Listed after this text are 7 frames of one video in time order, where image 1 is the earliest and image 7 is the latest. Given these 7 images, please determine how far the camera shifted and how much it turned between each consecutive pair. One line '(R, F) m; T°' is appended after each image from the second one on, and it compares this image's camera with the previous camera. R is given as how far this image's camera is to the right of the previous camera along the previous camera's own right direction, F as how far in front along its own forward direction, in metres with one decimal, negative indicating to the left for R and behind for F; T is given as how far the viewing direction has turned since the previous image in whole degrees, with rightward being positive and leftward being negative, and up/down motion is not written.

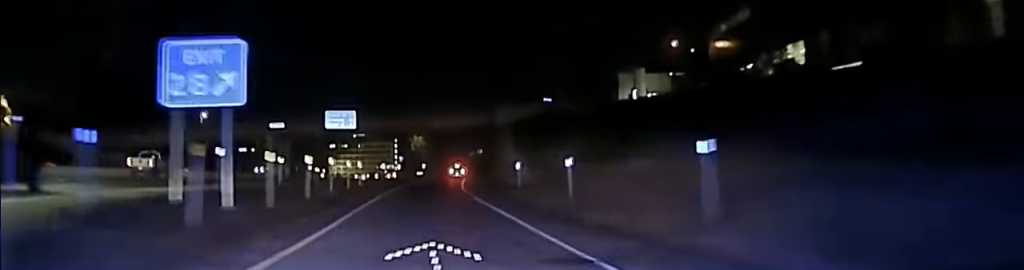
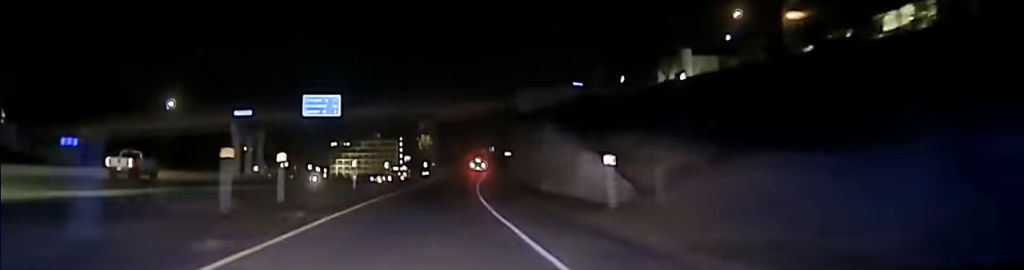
(-0.3, +28.1) m; 0°
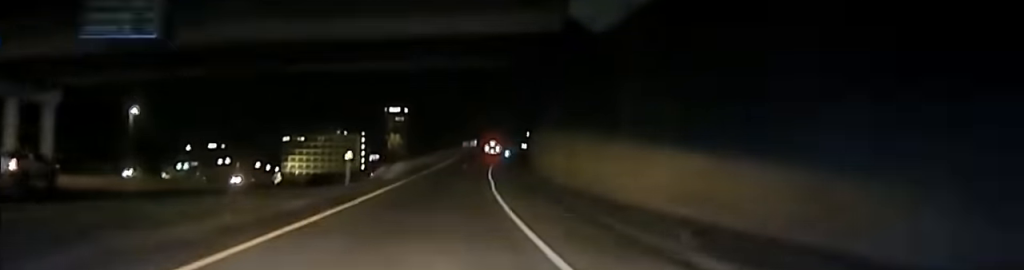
(+1.0, +61.1) m; +3°
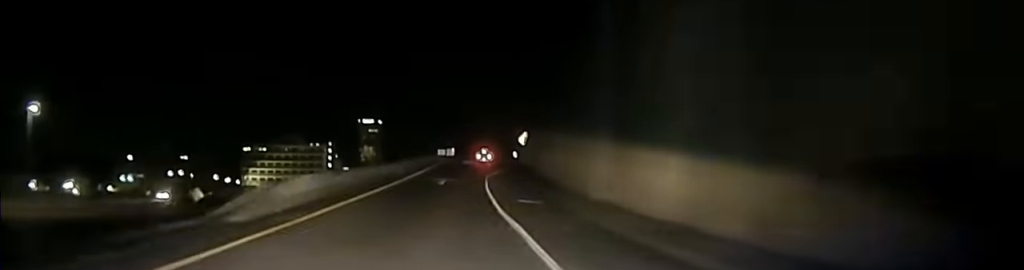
(+0.6, +31.2) m; +2°
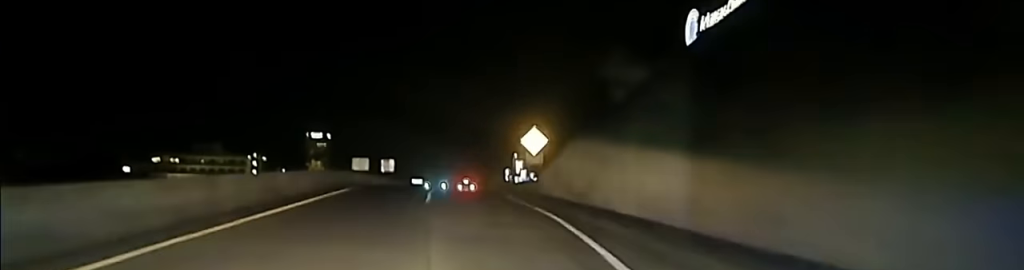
(+1.6, +61.7) m; +3°
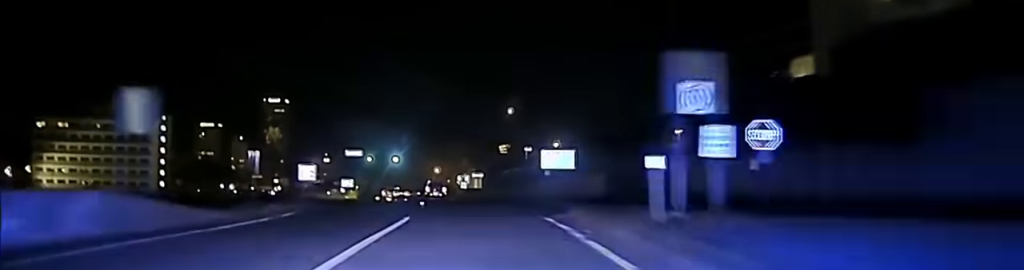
(+0.7, +62.9) m; +1°
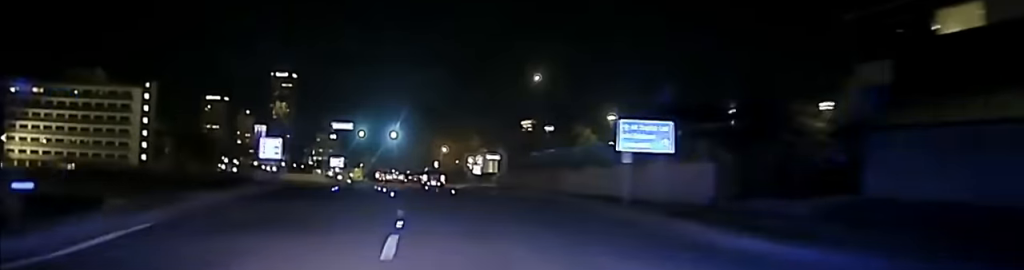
(-0.1, +20.4) m; 0°
